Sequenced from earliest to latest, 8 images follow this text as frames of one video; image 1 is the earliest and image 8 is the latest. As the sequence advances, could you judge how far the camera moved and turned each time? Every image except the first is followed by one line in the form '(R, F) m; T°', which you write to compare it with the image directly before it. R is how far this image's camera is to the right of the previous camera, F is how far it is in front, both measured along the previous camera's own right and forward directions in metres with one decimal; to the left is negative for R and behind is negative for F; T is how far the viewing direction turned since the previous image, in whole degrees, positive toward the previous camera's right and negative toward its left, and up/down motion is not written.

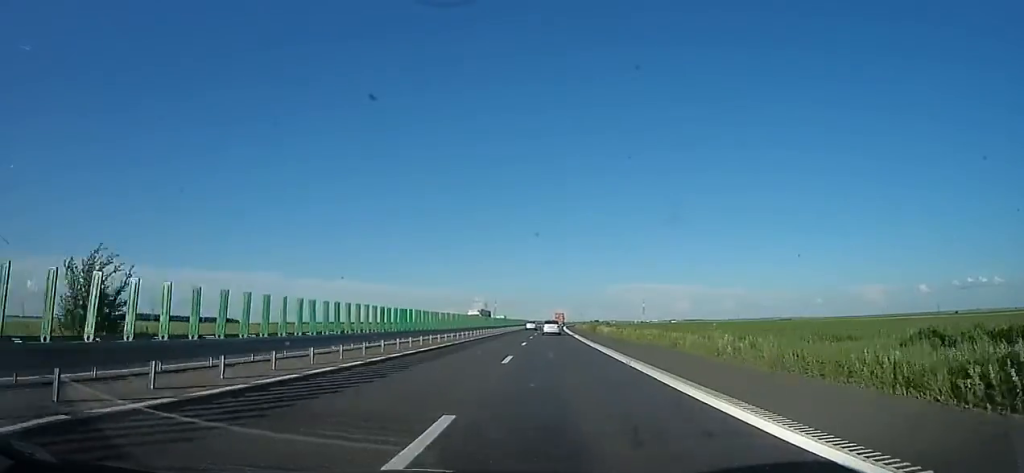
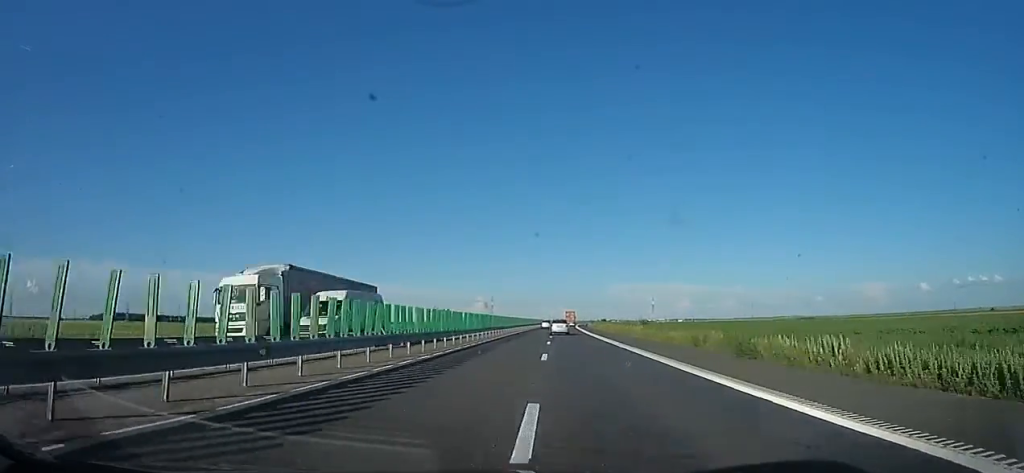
(-1.6, +46.4) m; -2°
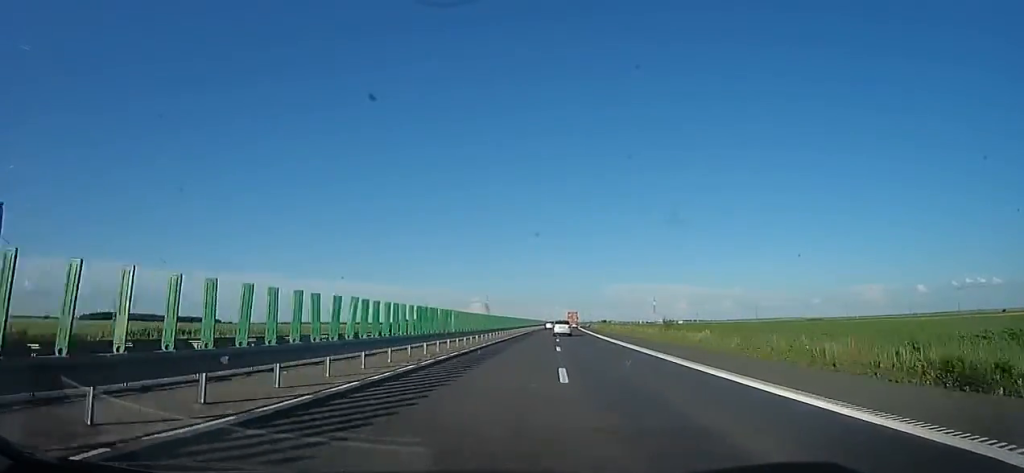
(0.0, +17.7) m; 0°
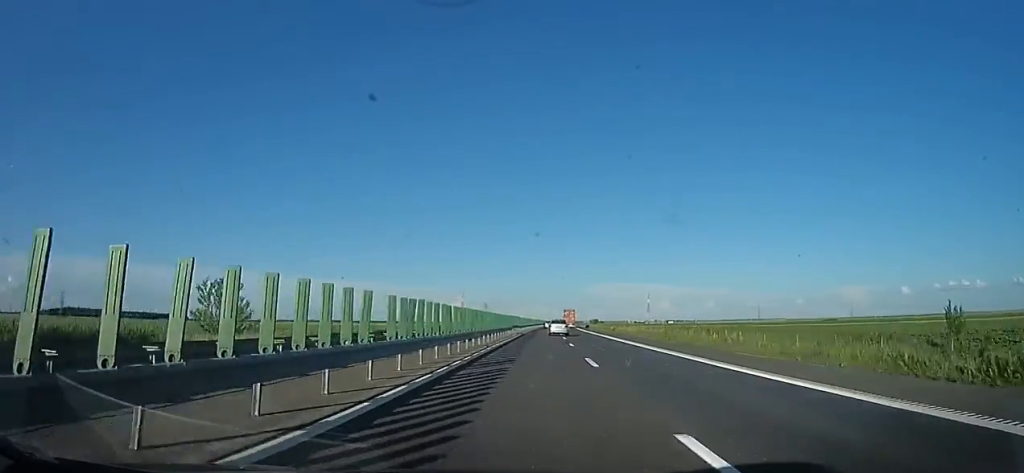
(0.0, +56.3) m; +2°
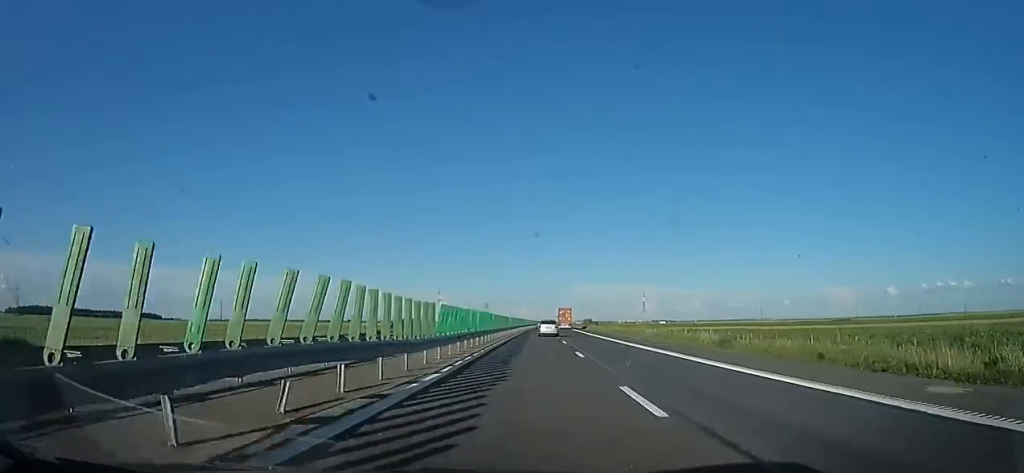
(+1.7, +43.5) m; +3°
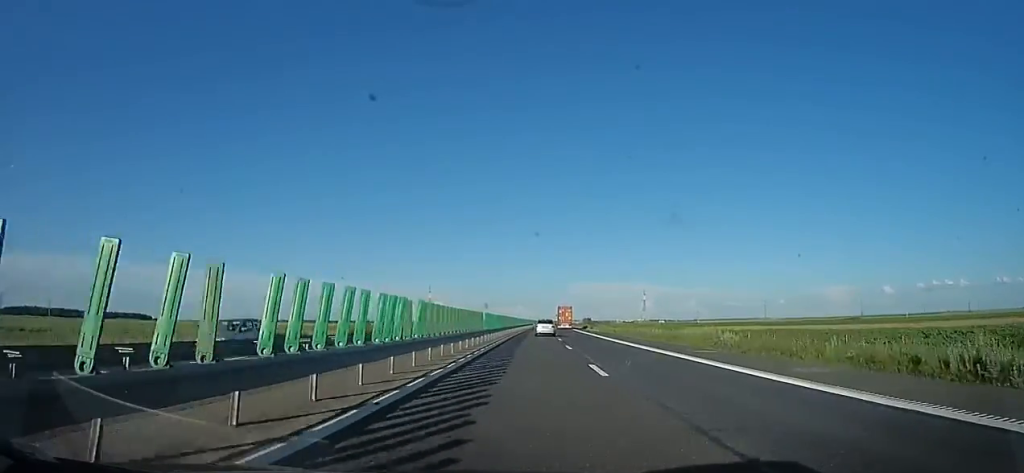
(0.0, +18.9) m; 0°
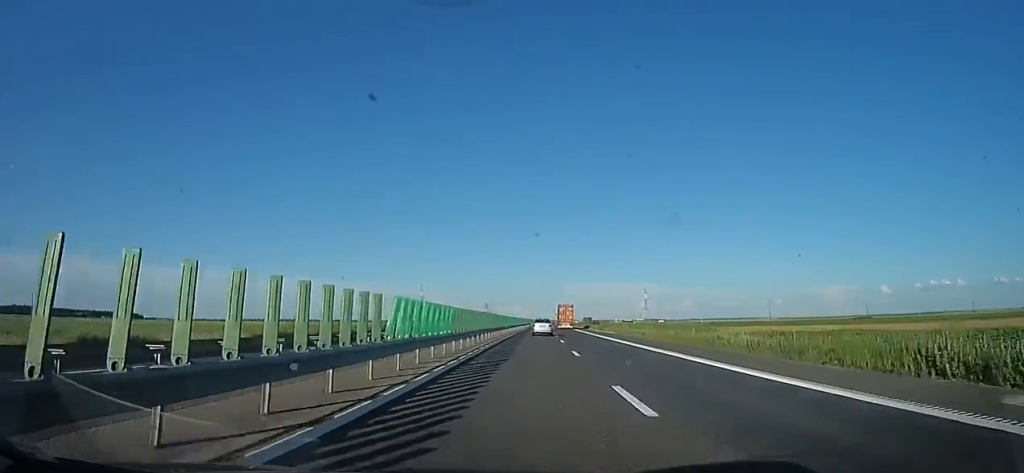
(0.0, +17.1) m; 0°
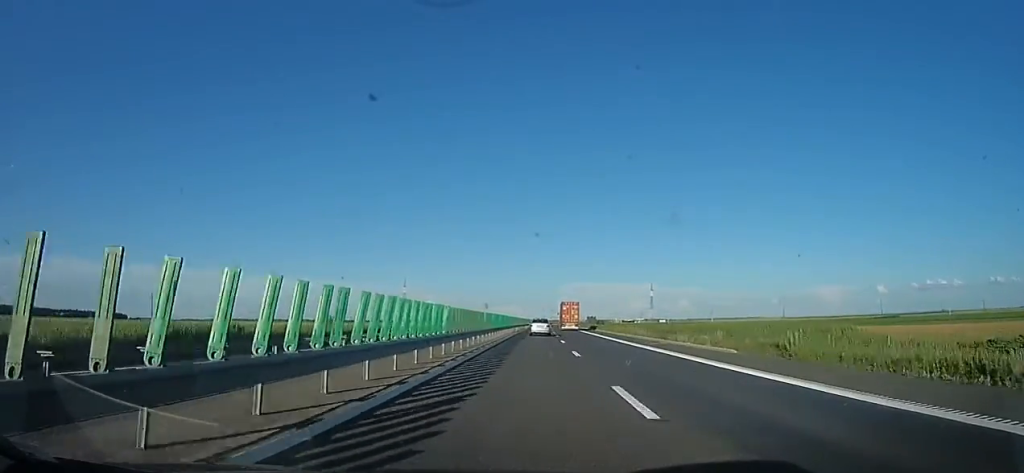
(0.0, +36.0) m; 0°
